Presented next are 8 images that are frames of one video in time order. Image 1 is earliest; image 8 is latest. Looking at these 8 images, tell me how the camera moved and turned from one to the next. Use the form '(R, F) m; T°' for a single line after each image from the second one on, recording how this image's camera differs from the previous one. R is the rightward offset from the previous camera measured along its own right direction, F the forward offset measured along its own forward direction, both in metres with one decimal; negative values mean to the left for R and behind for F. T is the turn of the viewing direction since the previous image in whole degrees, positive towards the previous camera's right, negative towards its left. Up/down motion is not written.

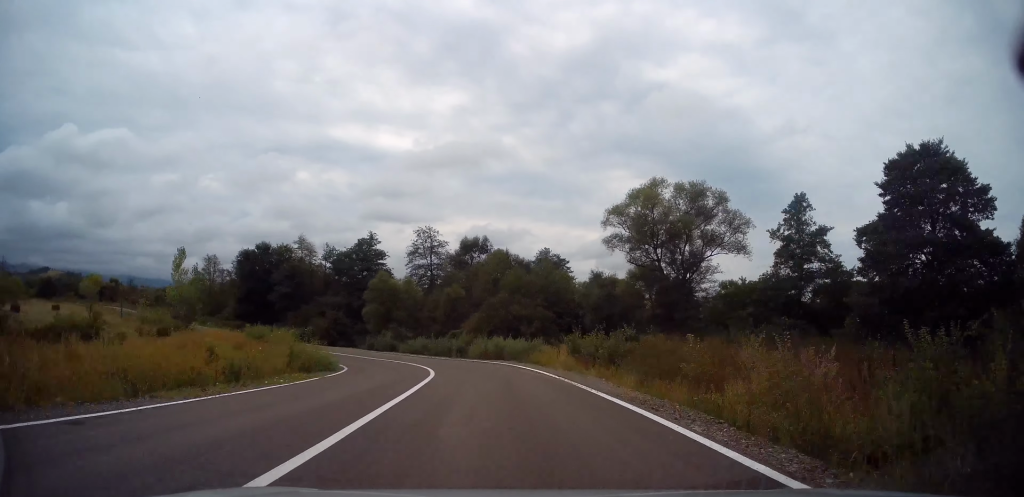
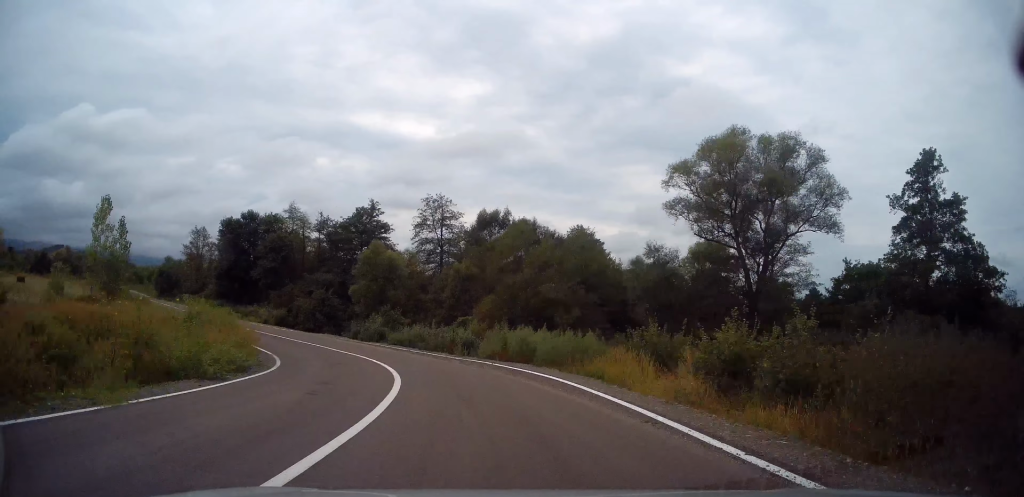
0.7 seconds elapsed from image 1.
(+0.1, +12.6) m; -1°
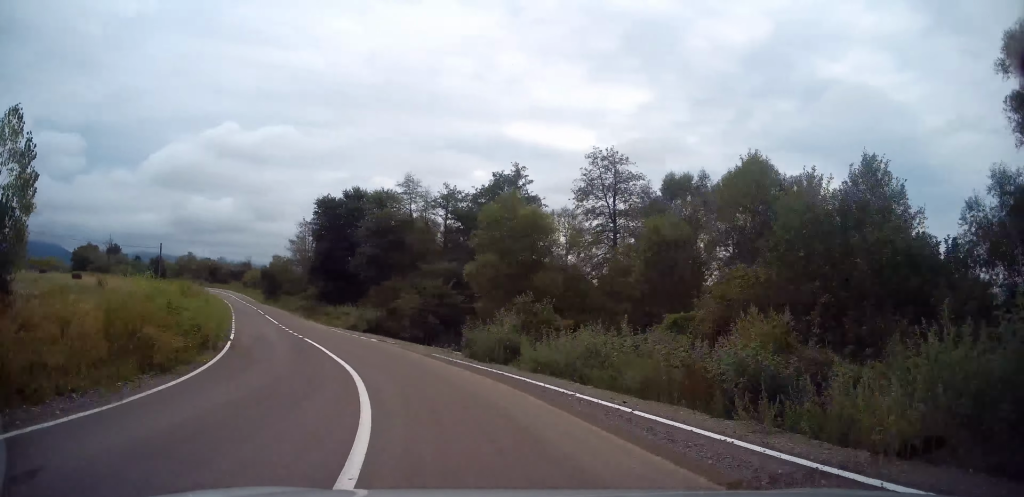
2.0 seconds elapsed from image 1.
(-1.6, +20.5) m; -13°
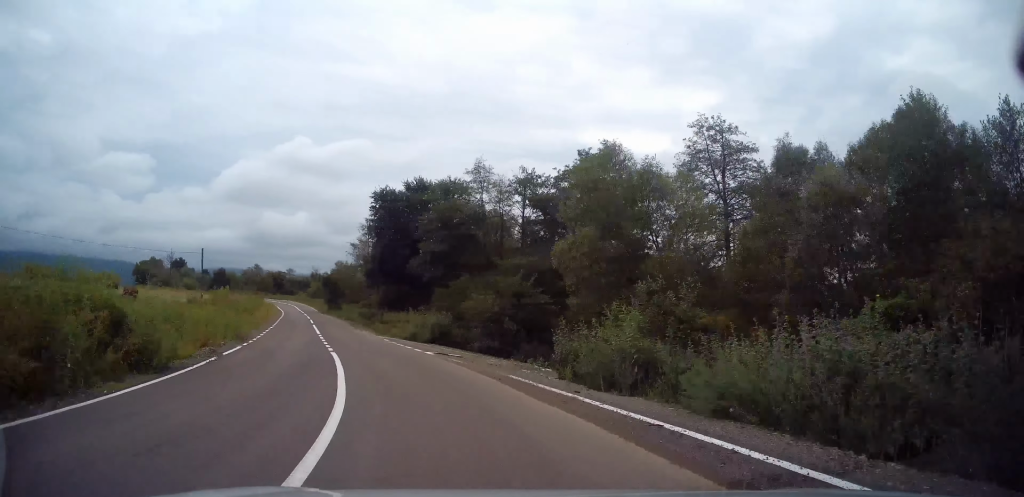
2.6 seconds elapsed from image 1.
(-0.3, +8.3) m; -8°
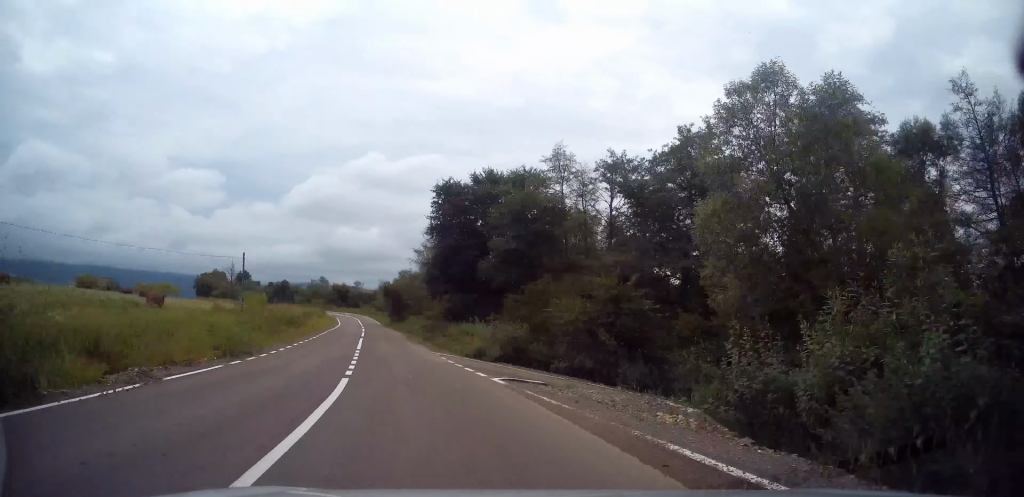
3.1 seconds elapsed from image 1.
(-0.8, +7.6) m; -7°
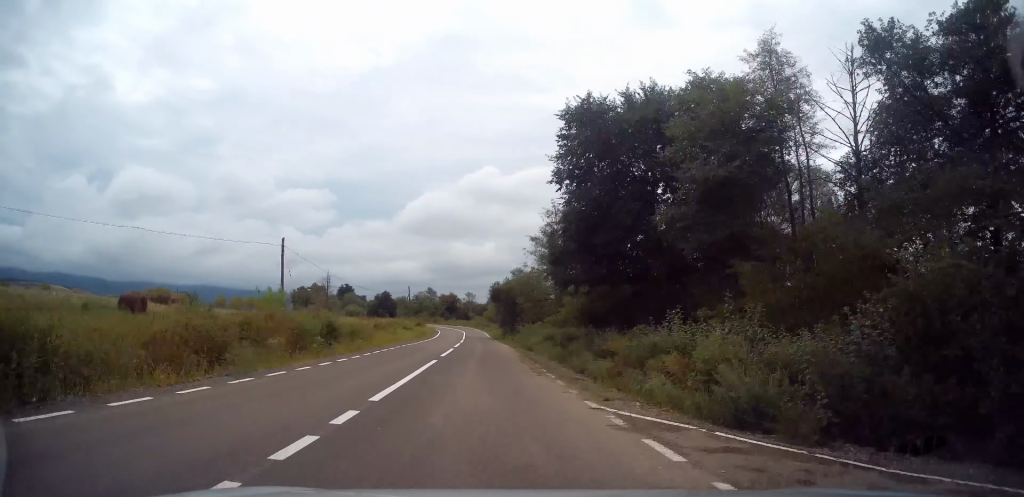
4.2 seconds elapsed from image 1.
(-2.5, +17.9) m; -12°
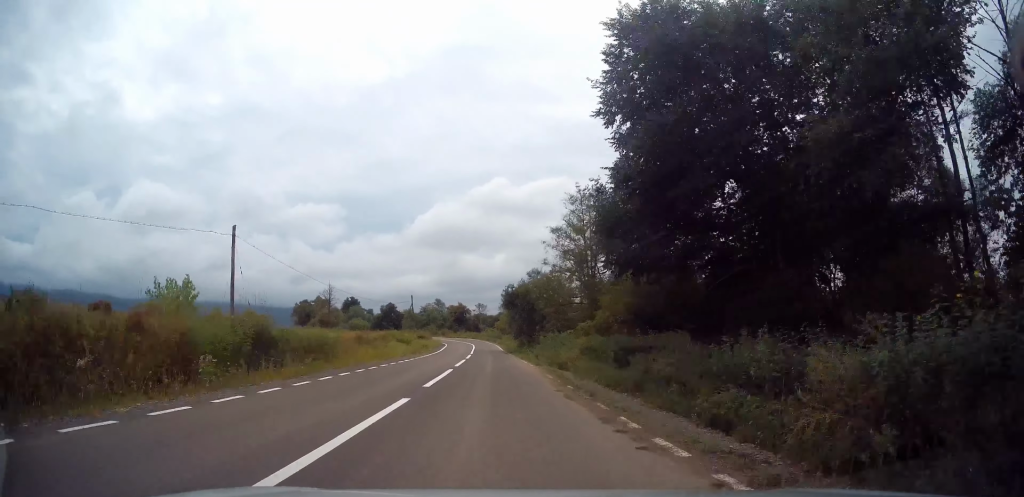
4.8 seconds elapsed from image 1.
(-0.4, +9.5) m; -3°
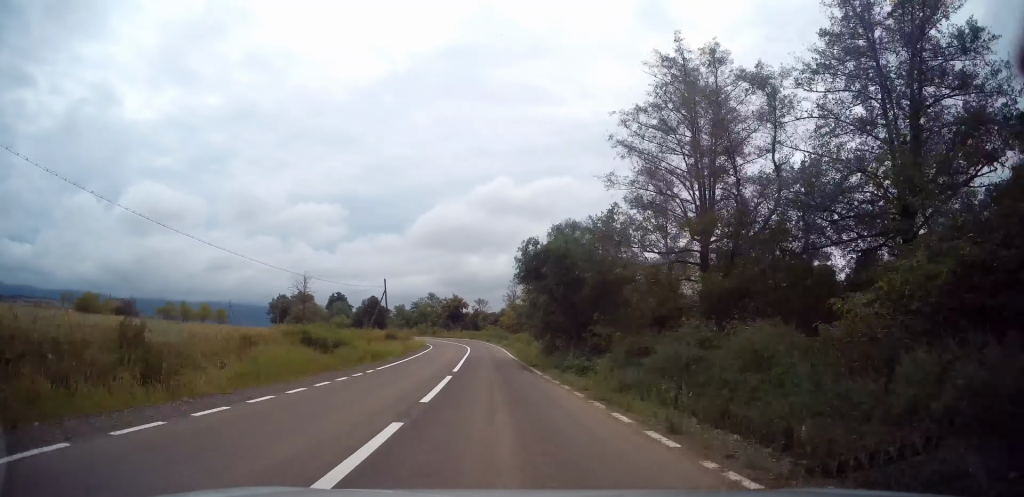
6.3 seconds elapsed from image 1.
(-0.4, +23.1) m; -1°
